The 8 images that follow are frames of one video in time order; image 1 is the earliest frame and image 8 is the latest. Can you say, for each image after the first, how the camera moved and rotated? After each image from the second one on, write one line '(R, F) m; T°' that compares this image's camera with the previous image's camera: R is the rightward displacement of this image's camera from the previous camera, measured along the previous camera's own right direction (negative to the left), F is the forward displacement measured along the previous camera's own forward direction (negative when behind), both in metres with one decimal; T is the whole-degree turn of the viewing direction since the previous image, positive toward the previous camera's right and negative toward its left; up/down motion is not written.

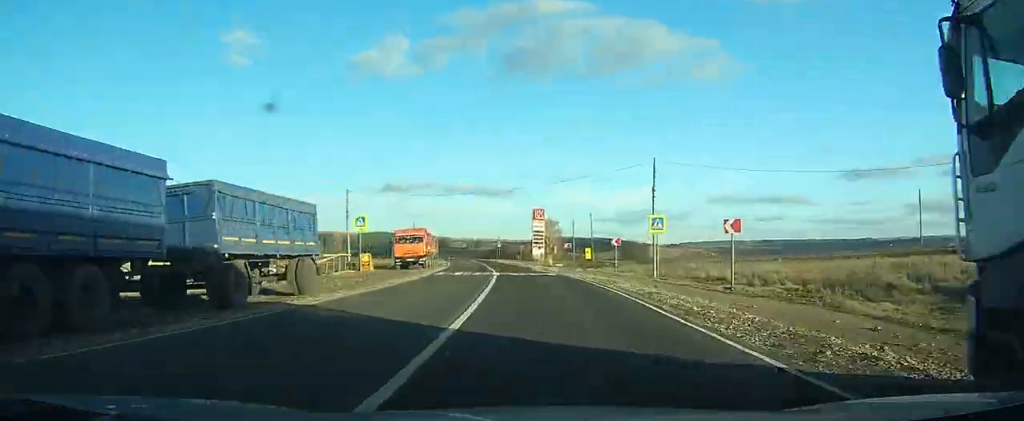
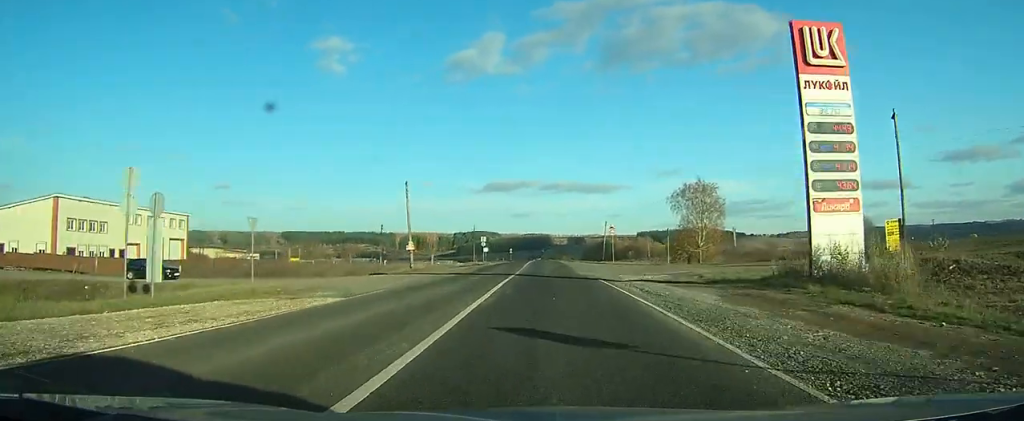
(-5.8, +74.2) m; -6°
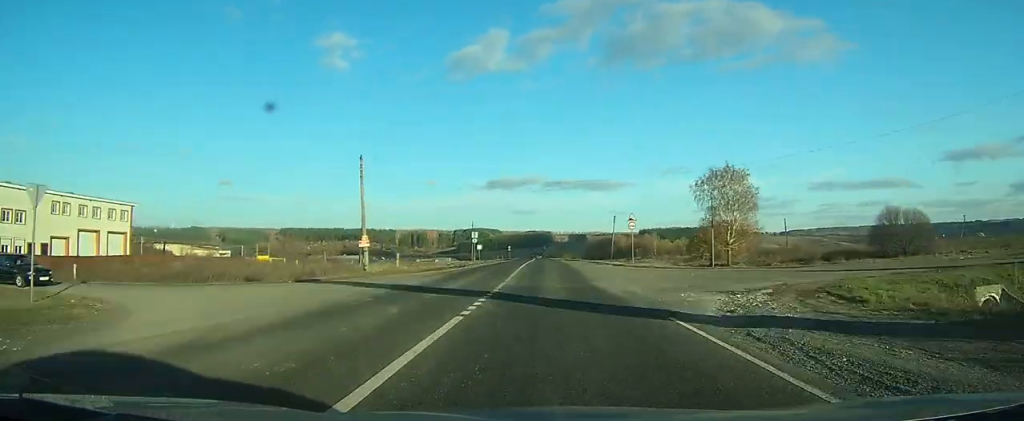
(0.0, +13.8) m; -1°
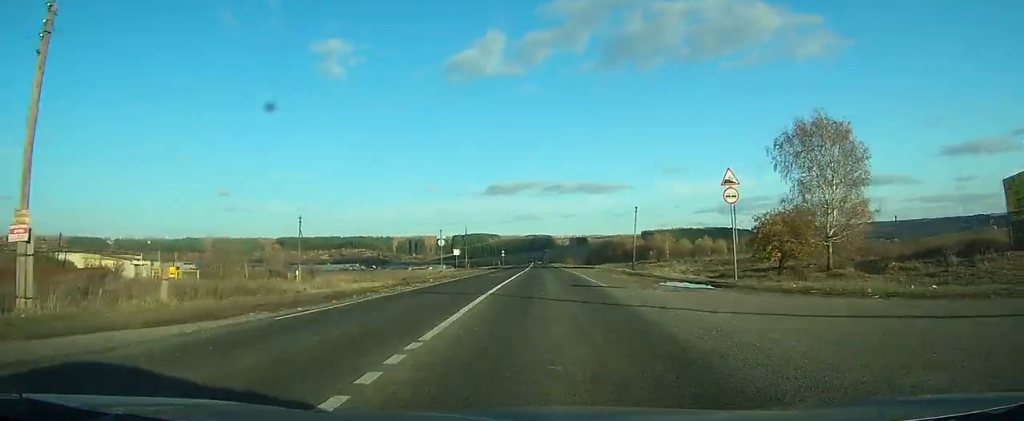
(-1.1, +29.5) m; -2°
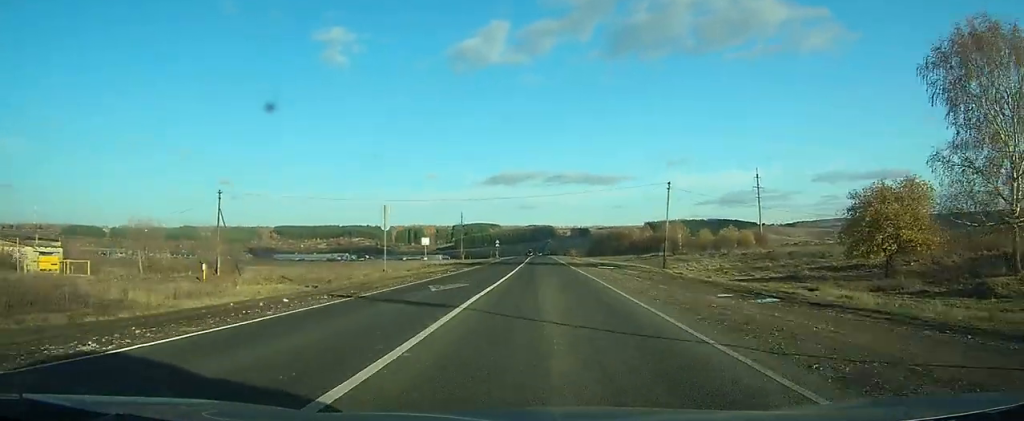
(+0.1, +23.1) m; 0°
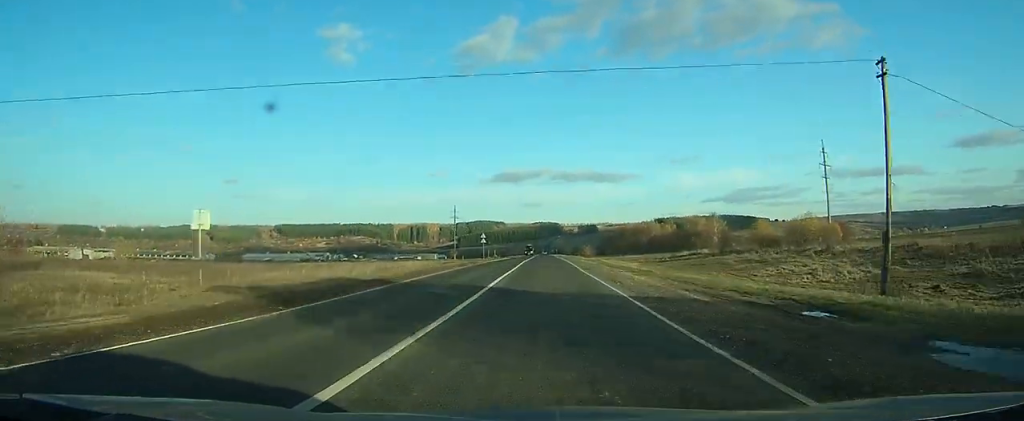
(-0.3, +42.2) m; -1°
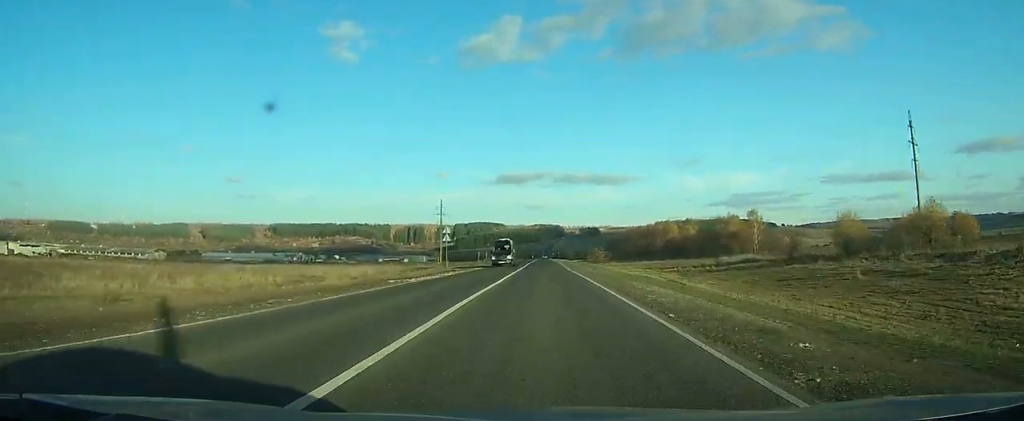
(+0.1, +34.9) m; 0°
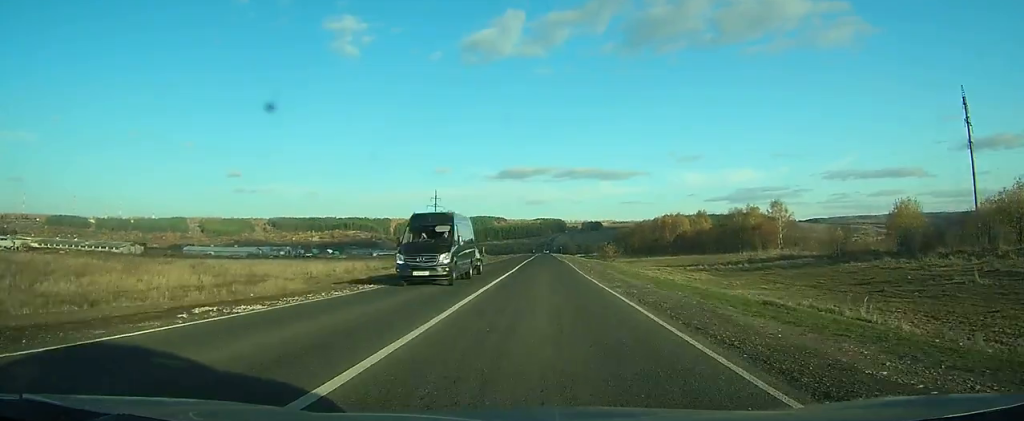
(-0.1, +14.9) m; 0°
